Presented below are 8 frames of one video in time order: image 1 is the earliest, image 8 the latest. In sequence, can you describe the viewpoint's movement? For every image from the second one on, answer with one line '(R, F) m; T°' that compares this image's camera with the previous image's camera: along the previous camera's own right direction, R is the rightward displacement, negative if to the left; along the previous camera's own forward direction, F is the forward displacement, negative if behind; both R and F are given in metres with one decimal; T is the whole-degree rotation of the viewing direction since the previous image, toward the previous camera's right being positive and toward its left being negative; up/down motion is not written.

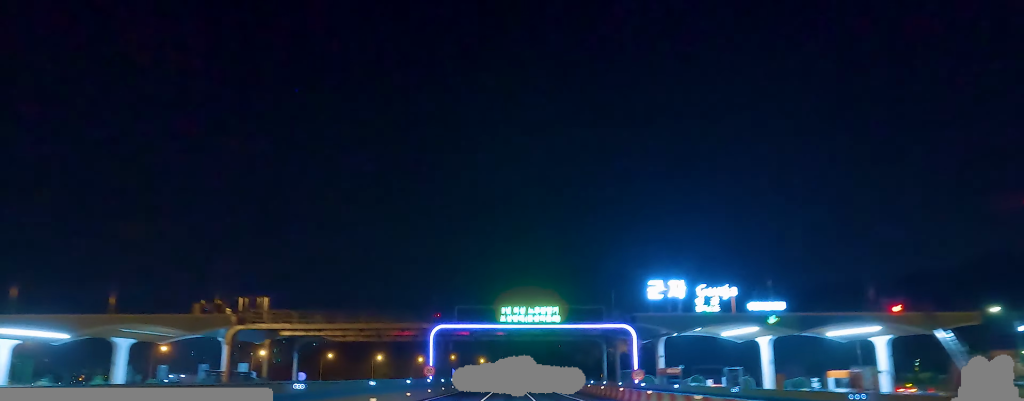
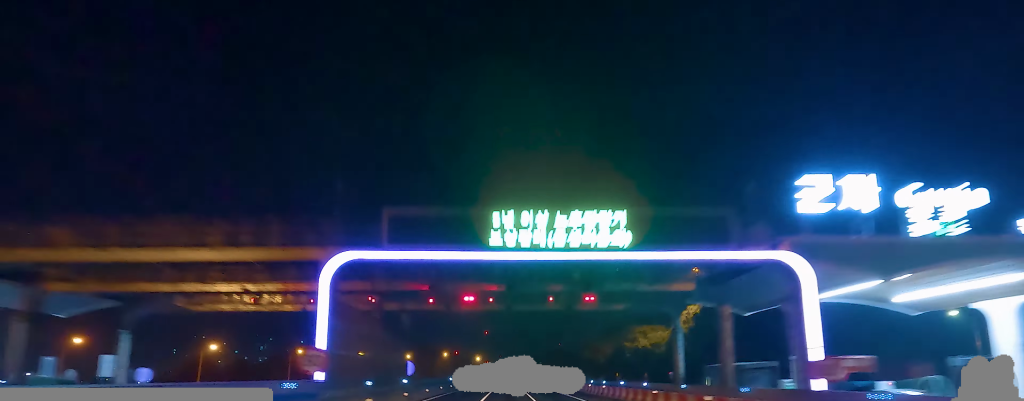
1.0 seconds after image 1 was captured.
(+1.1, +25.6) m; +1°
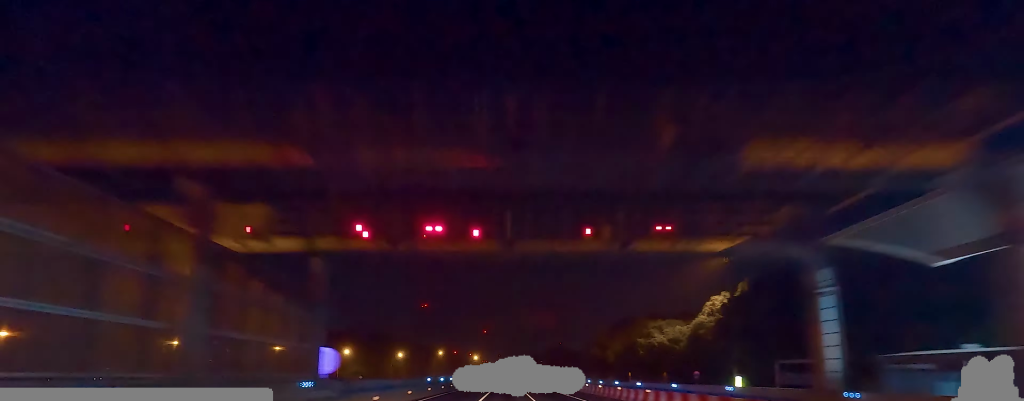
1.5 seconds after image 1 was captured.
(-0.3, +14.9) m; 0°
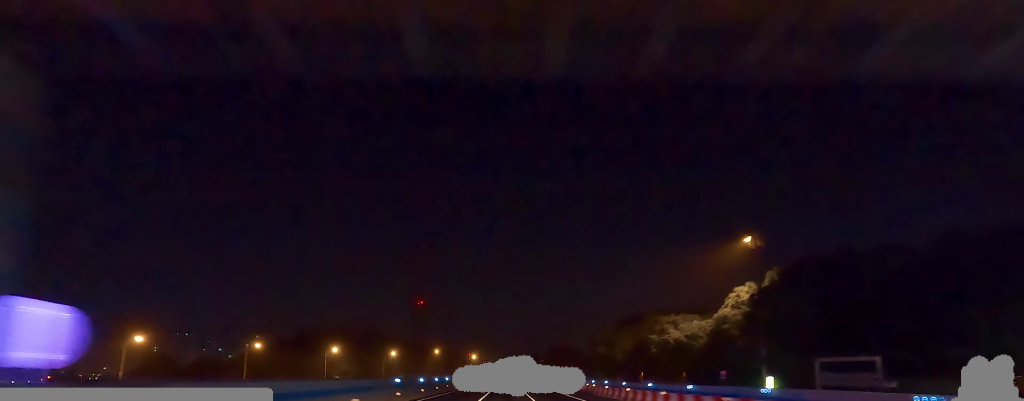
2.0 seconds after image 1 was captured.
(-0.4, +11.4) m; 0°
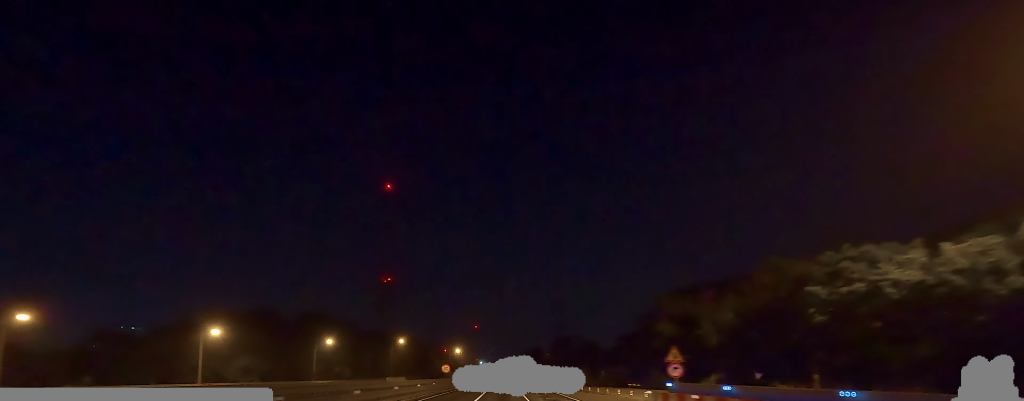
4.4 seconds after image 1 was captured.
(-0.9, +64.2) m; -1°
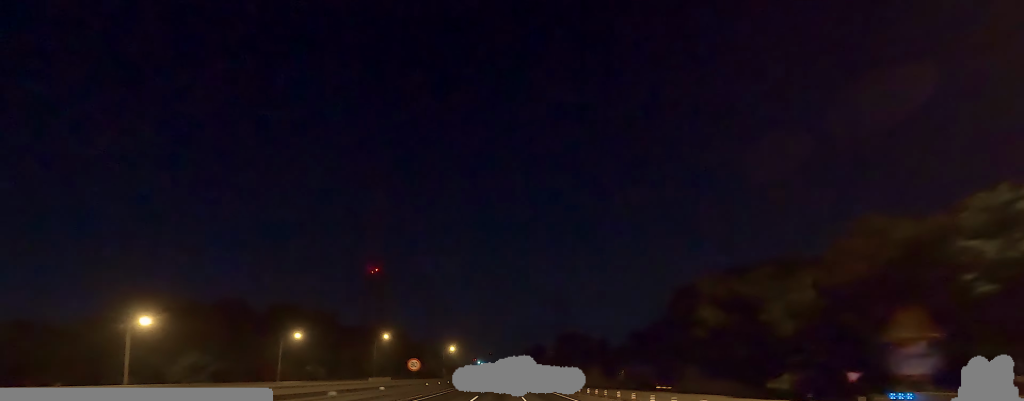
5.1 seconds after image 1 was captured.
(+0.9, +18.9) m; 0°
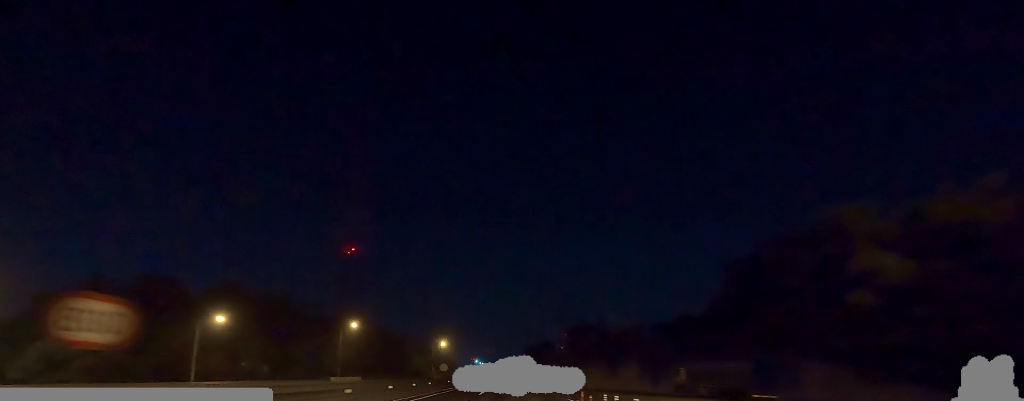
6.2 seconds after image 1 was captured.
(-1.3, +30.0) m; -1°
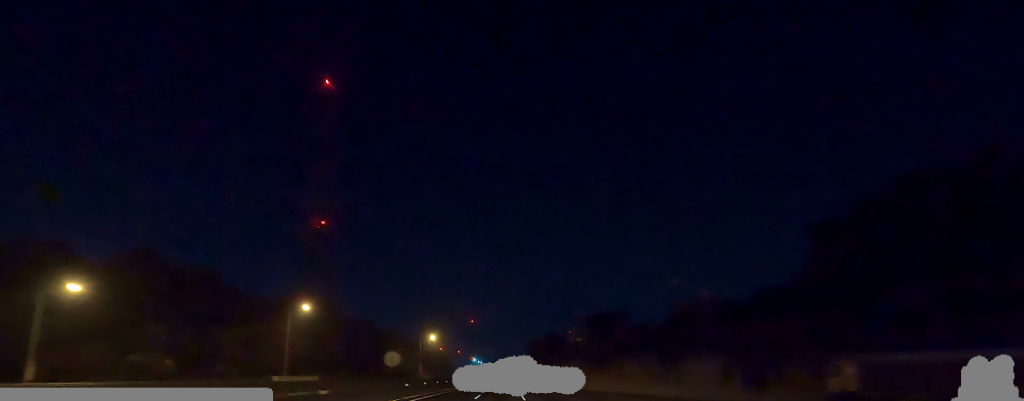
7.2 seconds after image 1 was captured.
(+0.9, +27.6) m; +2°
